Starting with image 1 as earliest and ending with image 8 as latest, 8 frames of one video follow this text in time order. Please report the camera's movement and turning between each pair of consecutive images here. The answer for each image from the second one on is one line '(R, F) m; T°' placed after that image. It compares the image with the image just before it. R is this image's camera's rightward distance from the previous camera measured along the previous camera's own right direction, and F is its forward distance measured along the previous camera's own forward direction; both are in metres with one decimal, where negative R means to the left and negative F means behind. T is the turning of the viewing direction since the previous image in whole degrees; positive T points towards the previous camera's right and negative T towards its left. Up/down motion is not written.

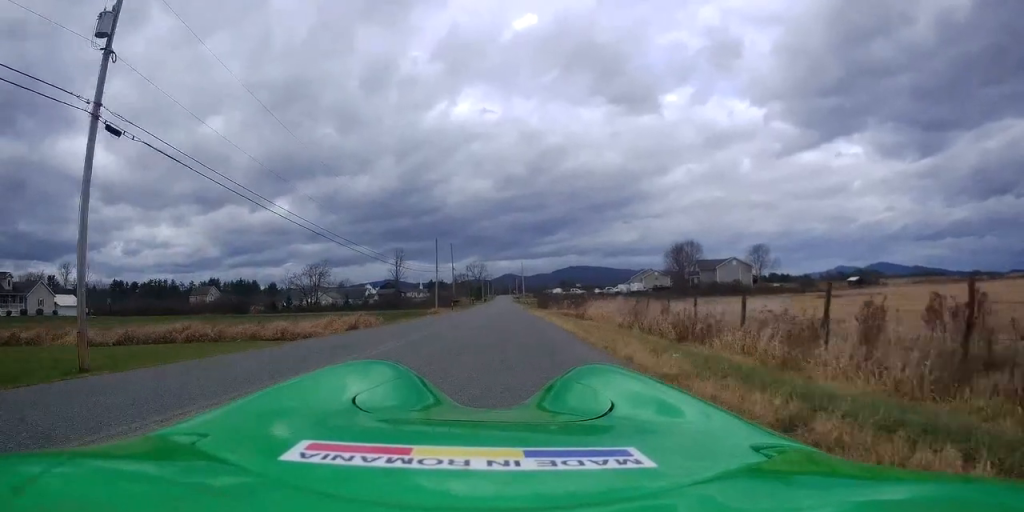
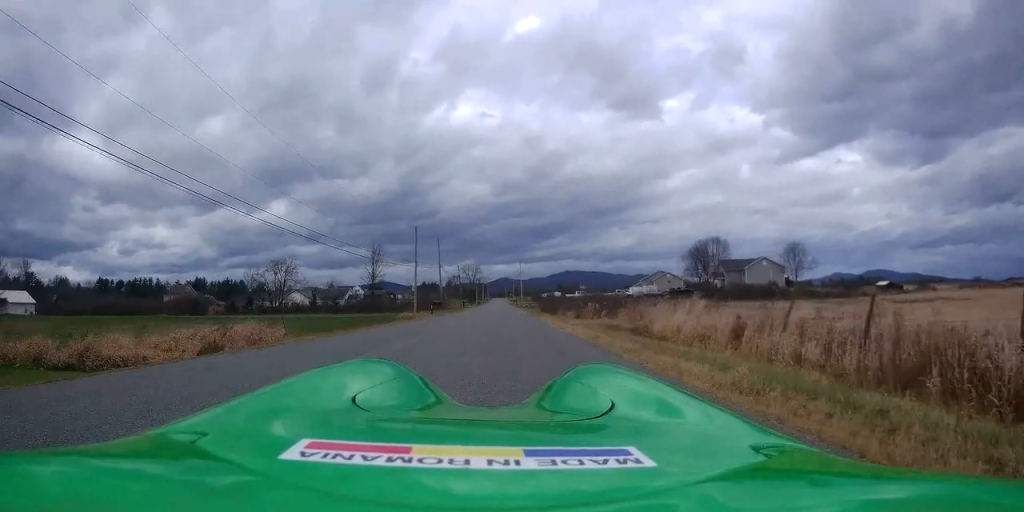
(-0.3, +16.6) m; 0°
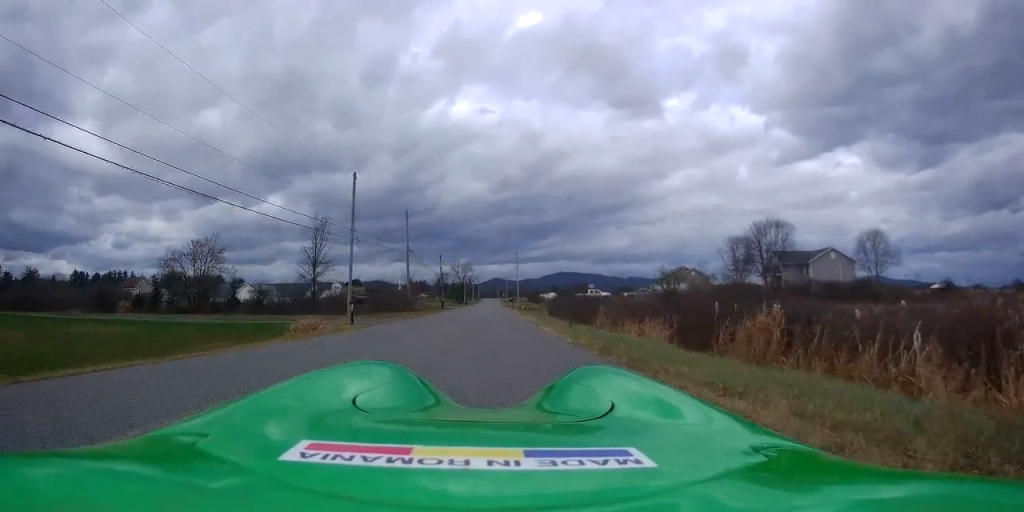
(+0.6, +26.4) m; +1°
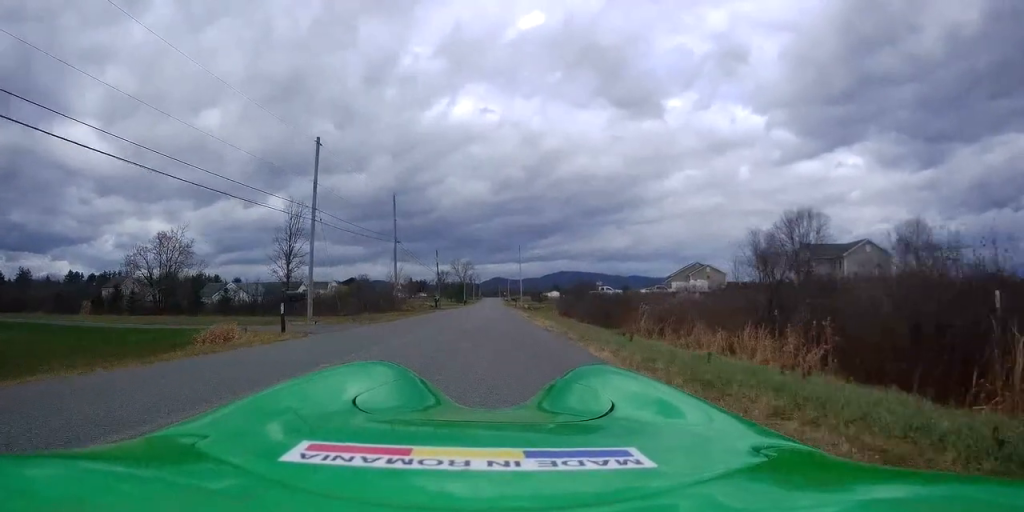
(0.0, +8.5) m; 0°
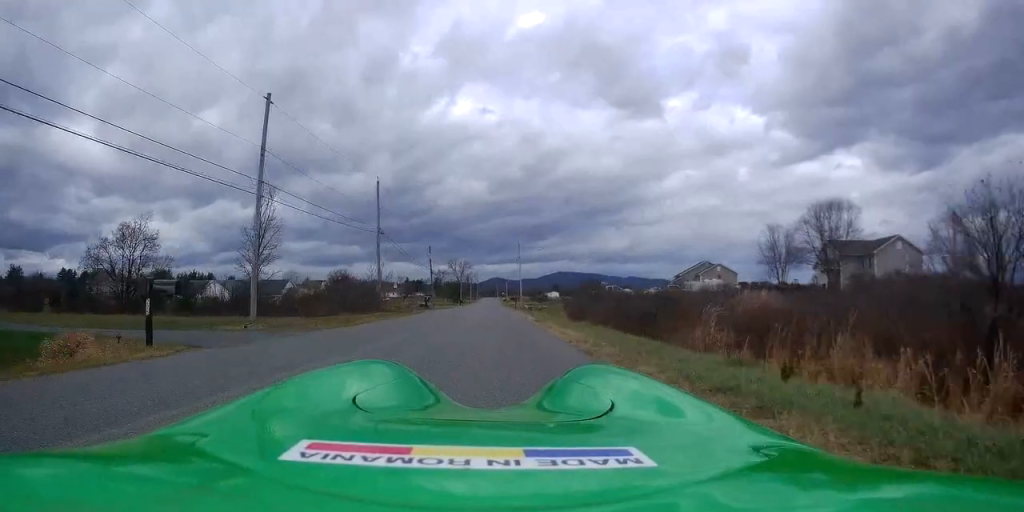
(-0.1, +7.2) m; 0°
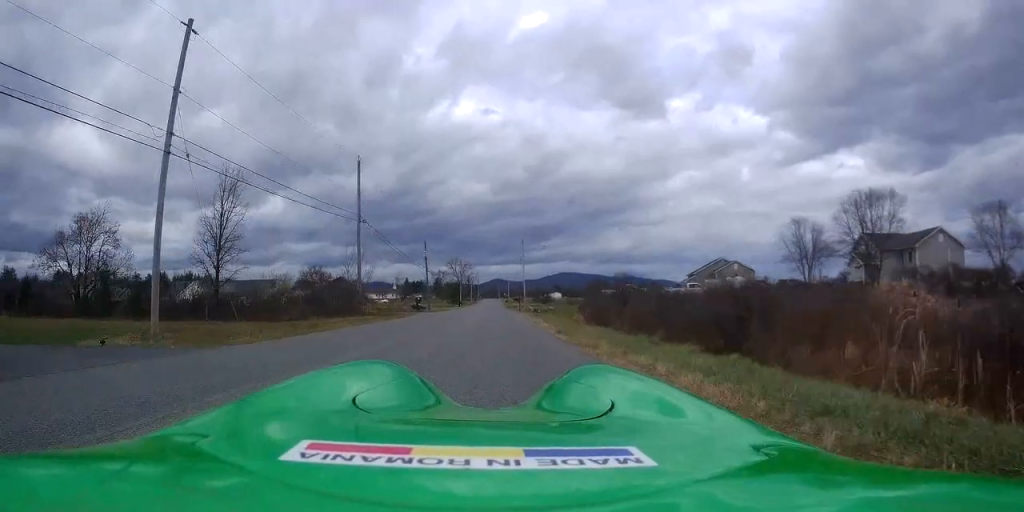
(+0.1, +7.8) m; +1°
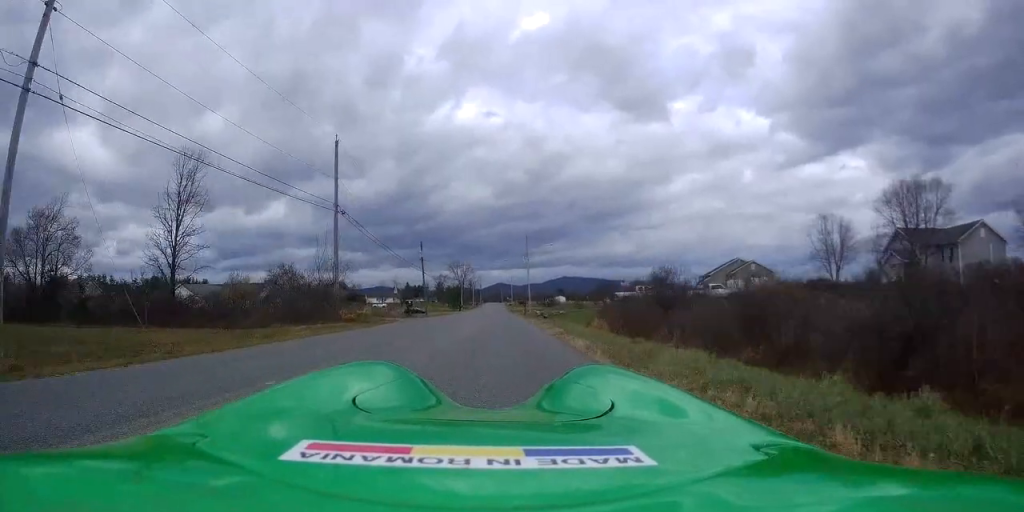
(0.0, +6.6) m; +1°
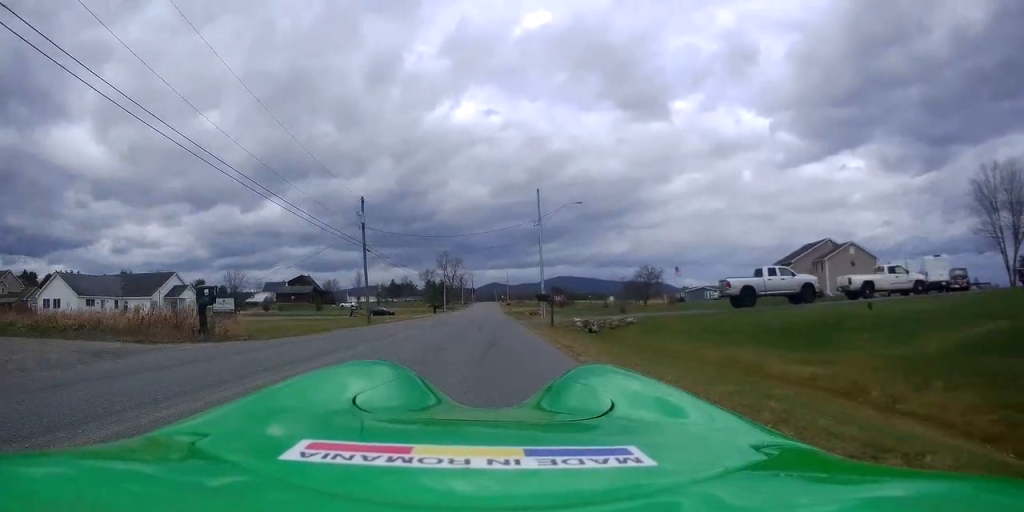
(+0.5, +32.0) m; 0°
